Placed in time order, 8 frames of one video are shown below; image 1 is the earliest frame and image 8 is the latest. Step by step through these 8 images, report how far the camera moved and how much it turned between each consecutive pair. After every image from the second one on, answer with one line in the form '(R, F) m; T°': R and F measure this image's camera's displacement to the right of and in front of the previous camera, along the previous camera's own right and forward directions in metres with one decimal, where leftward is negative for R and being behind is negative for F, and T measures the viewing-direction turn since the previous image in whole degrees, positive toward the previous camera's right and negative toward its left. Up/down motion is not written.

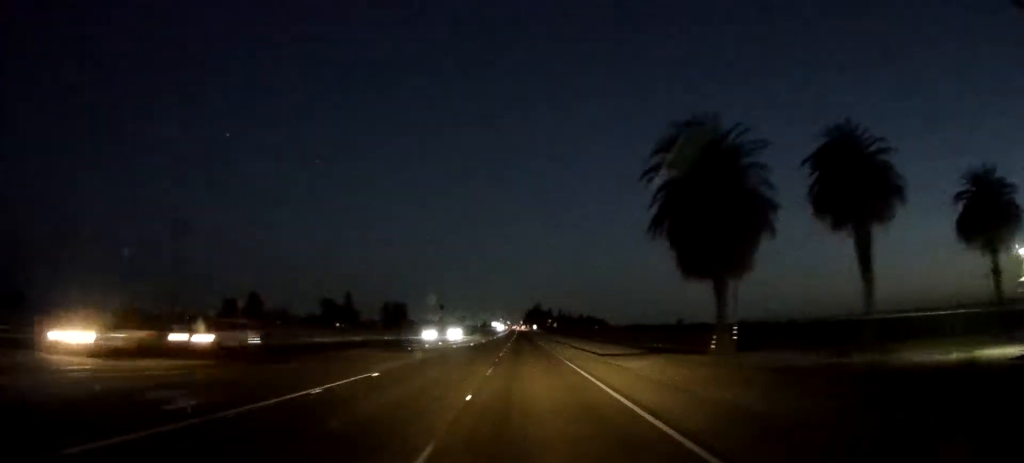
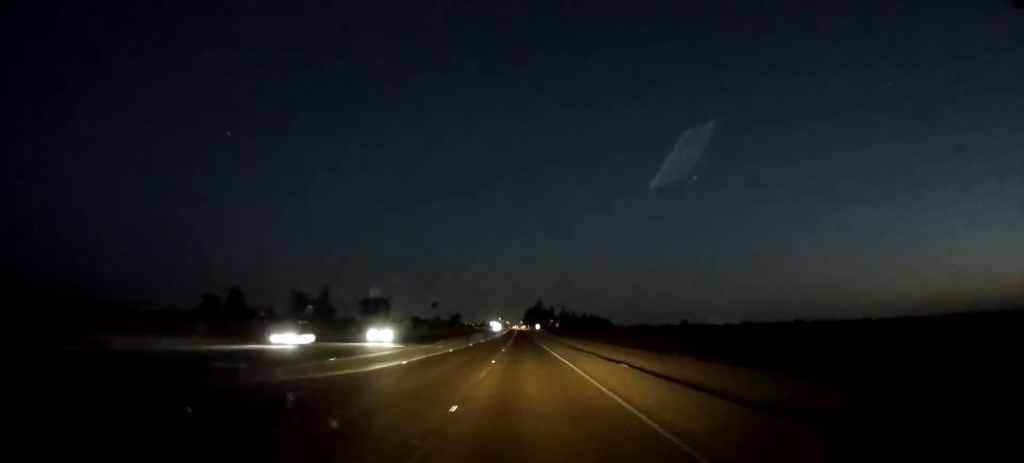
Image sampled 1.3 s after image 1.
(-0.3, +31.0) m; -1°
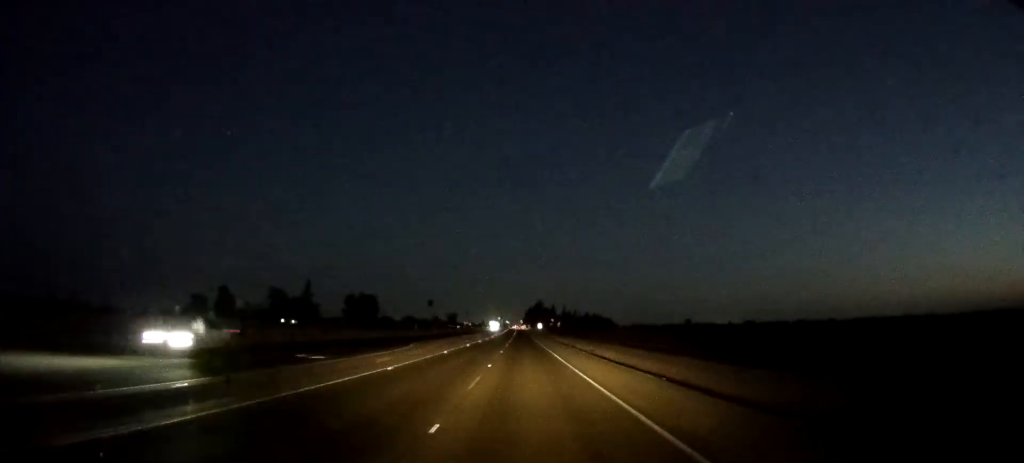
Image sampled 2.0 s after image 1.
(-0.1, +17.3) m; 0°
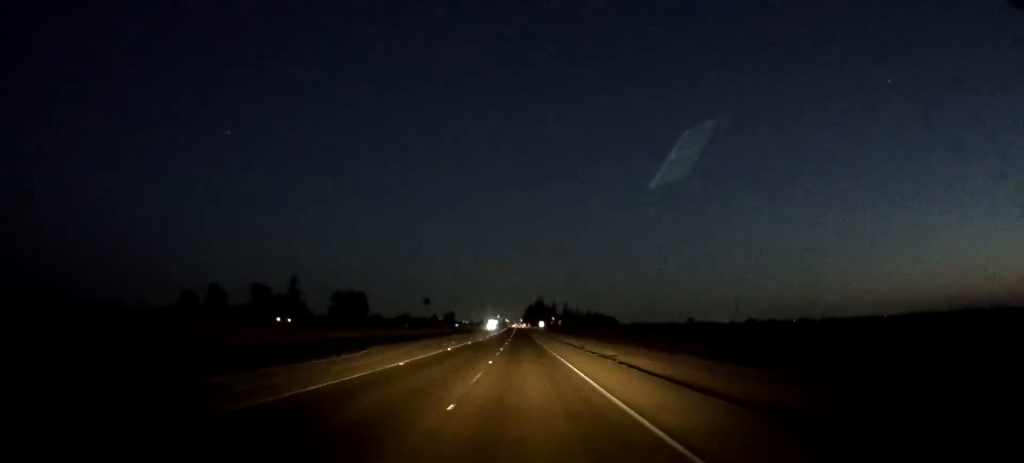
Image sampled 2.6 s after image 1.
(0.0, +12.6) m; 0°
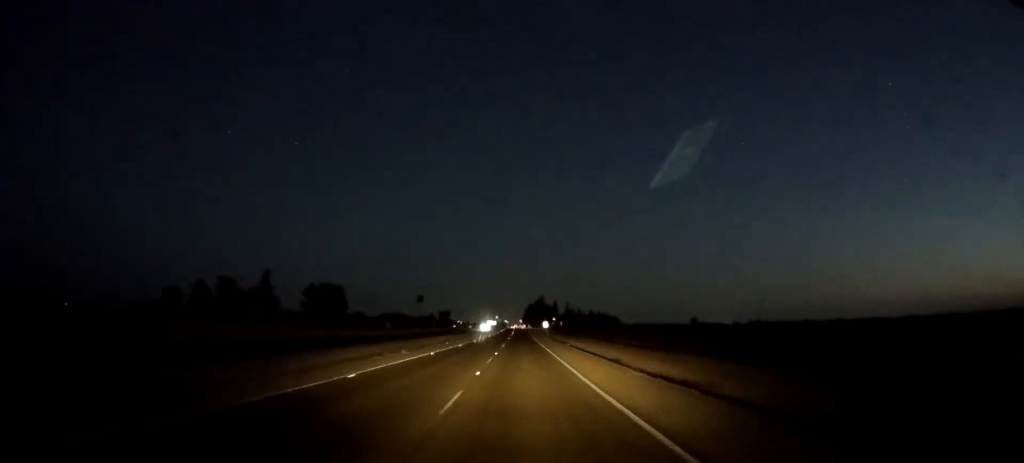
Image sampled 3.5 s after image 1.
(-0.1, +21.2) m; +2°
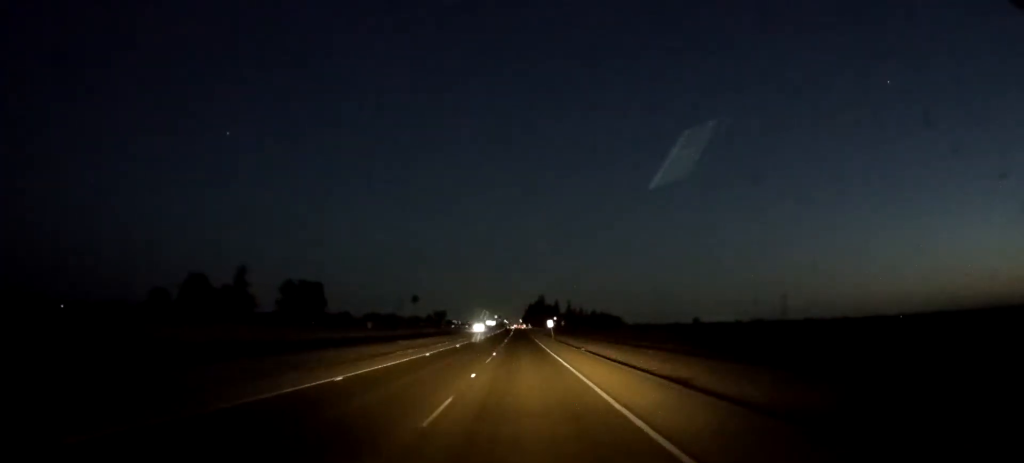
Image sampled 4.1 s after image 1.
(+0.5, +15.7) m; 0°
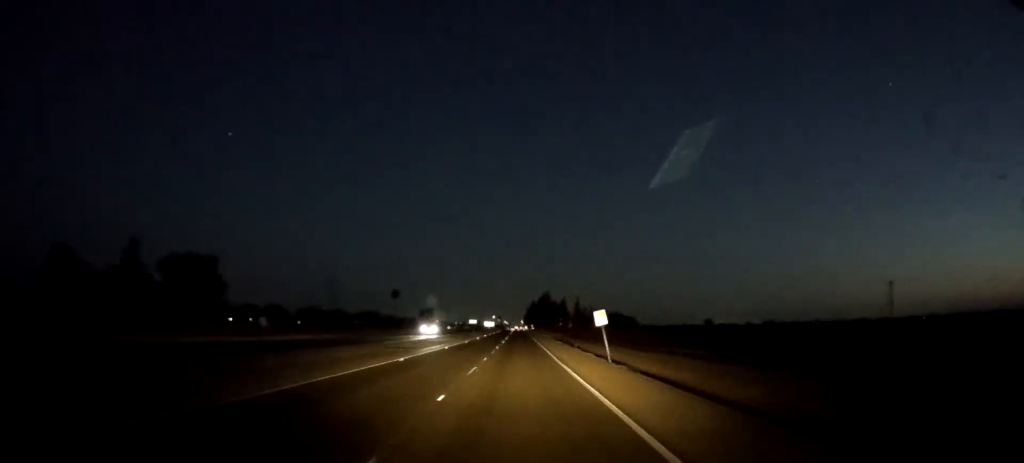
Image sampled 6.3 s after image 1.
(-1.0, +49.6) m; -2°
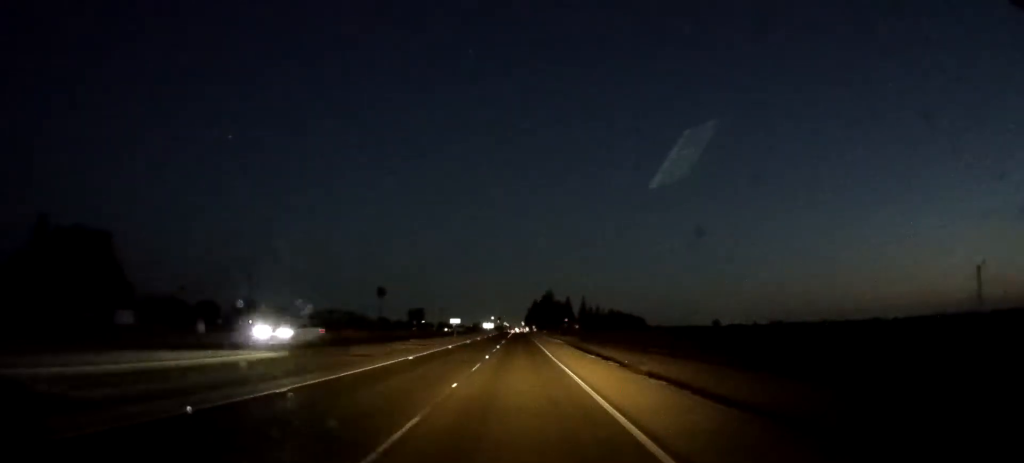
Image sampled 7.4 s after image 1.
(0.0, +26.9) m; 0°
